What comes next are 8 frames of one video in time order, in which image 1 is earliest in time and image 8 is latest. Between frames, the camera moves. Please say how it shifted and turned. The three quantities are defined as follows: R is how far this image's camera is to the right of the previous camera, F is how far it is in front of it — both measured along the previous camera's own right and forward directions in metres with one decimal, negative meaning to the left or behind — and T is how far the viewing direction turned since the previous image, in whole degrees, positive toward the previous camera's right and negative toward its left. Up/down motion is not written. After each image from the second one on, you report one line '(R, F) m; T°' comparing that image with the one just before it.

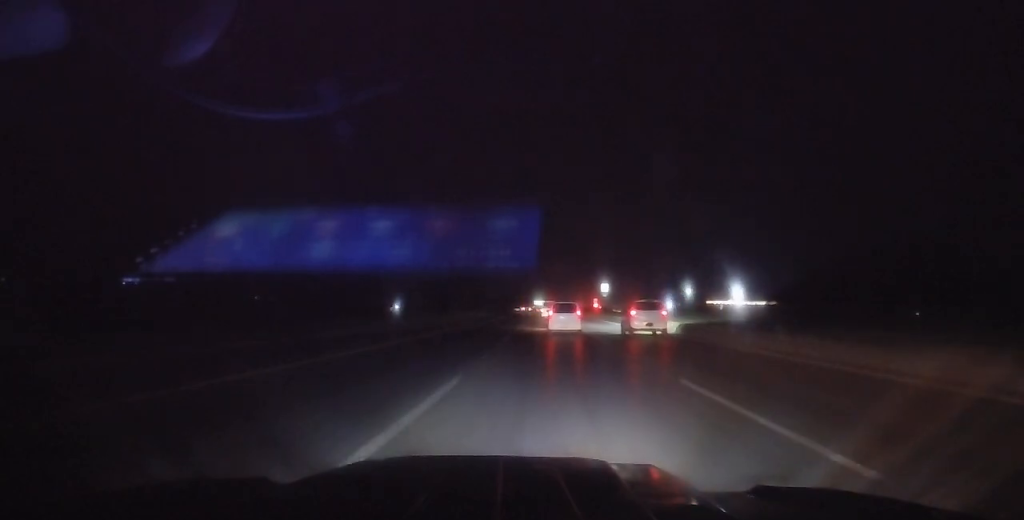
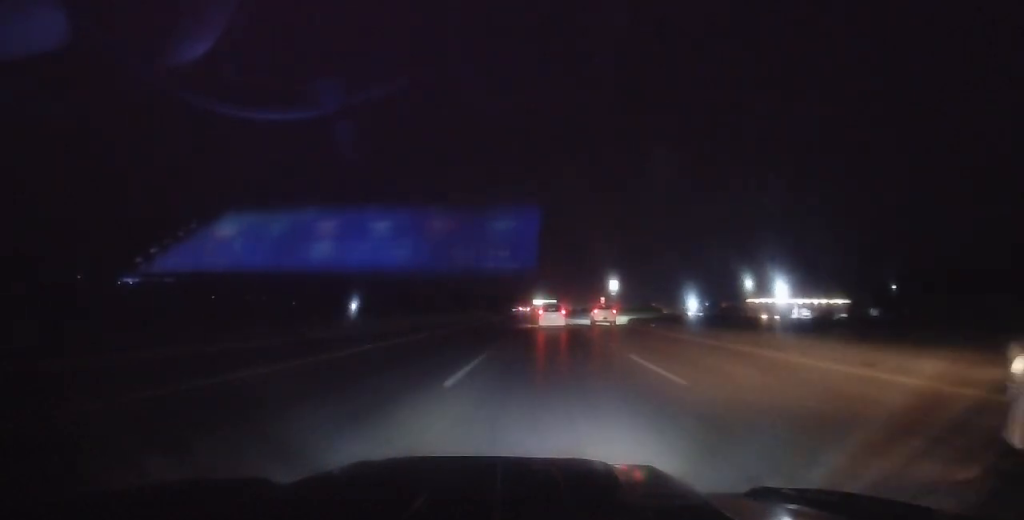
(-0.5, +48.3) m; 0°
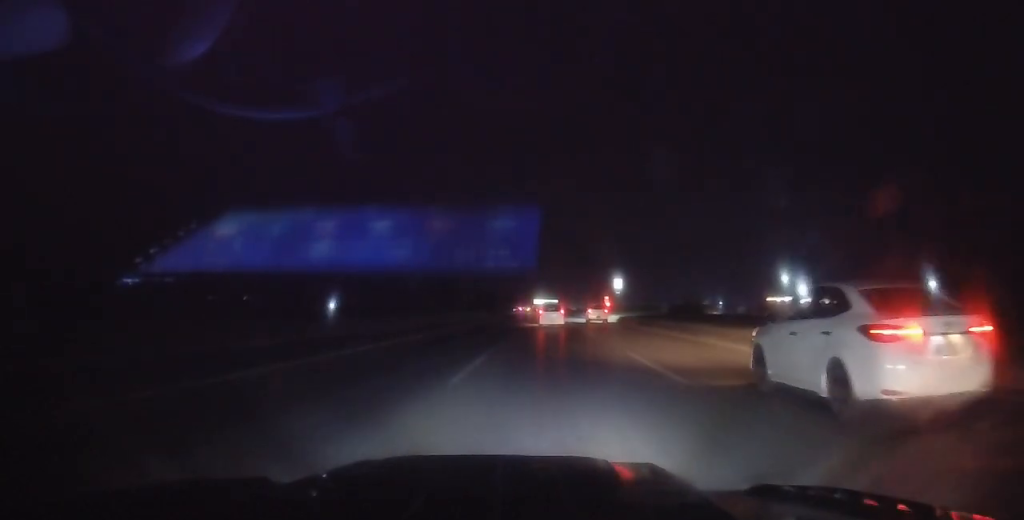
(+0.3, +17.6) m; 0°
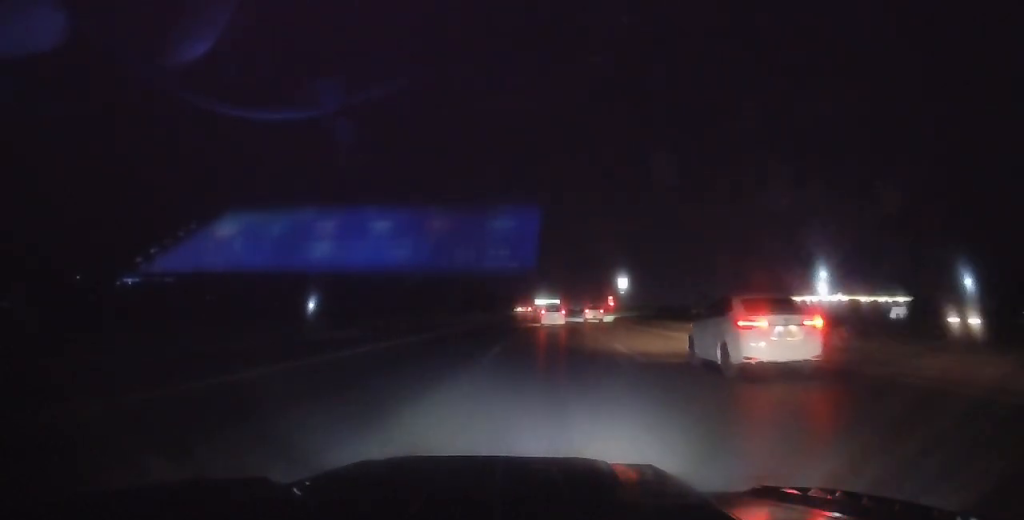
(-0.1, +13.7) m; 0°
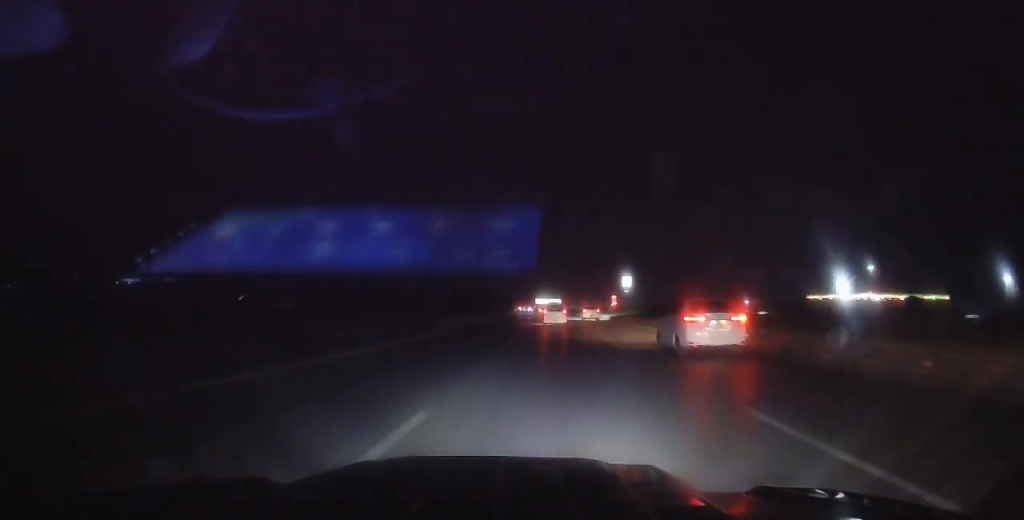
(-0.2, +13.3) m; 0°
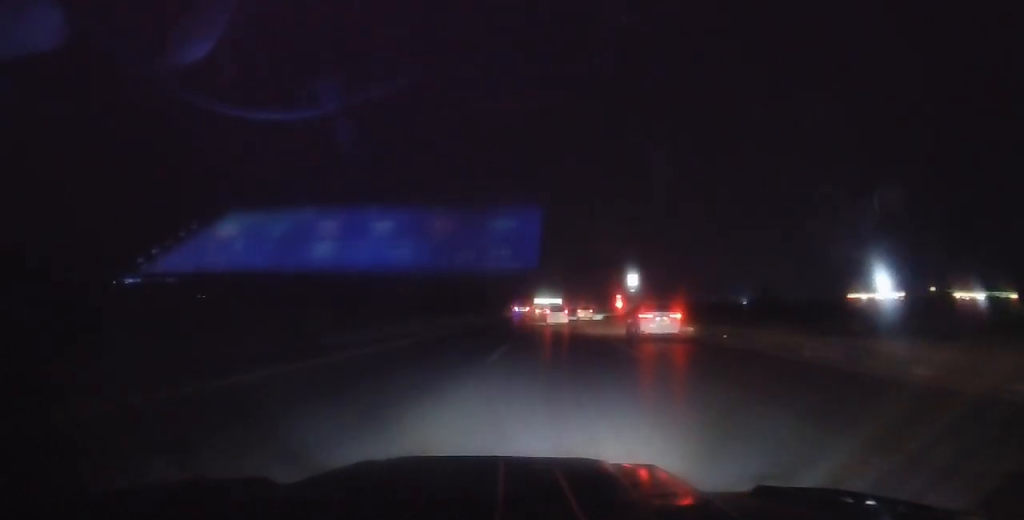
(+0.4, +22.8) m; 0°
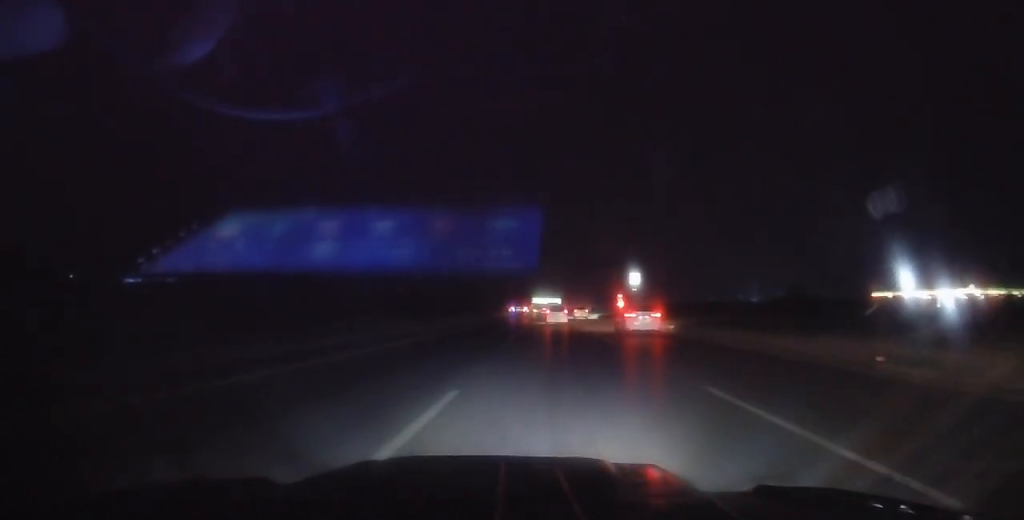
(-0.1, +11.4) m; 0°
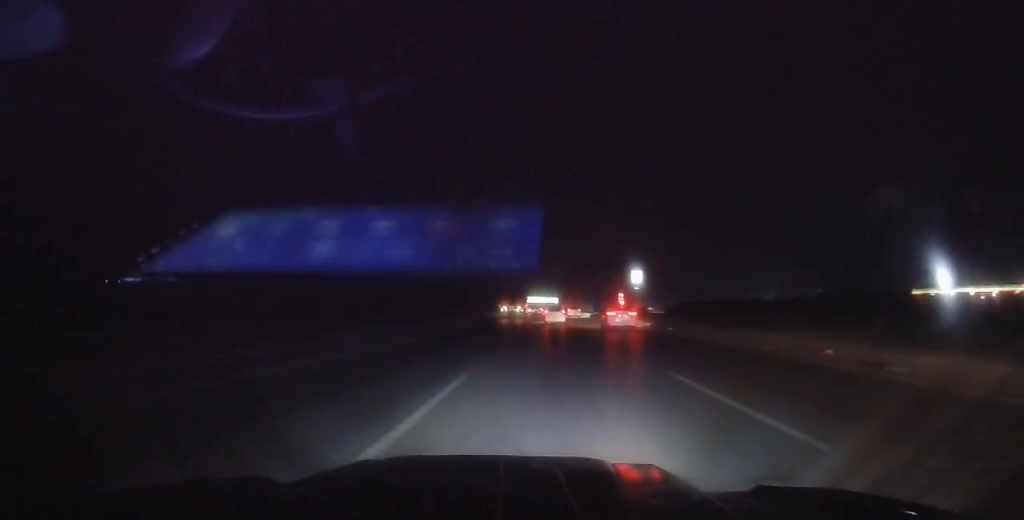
(-0.2, +16.1) m; 0°
